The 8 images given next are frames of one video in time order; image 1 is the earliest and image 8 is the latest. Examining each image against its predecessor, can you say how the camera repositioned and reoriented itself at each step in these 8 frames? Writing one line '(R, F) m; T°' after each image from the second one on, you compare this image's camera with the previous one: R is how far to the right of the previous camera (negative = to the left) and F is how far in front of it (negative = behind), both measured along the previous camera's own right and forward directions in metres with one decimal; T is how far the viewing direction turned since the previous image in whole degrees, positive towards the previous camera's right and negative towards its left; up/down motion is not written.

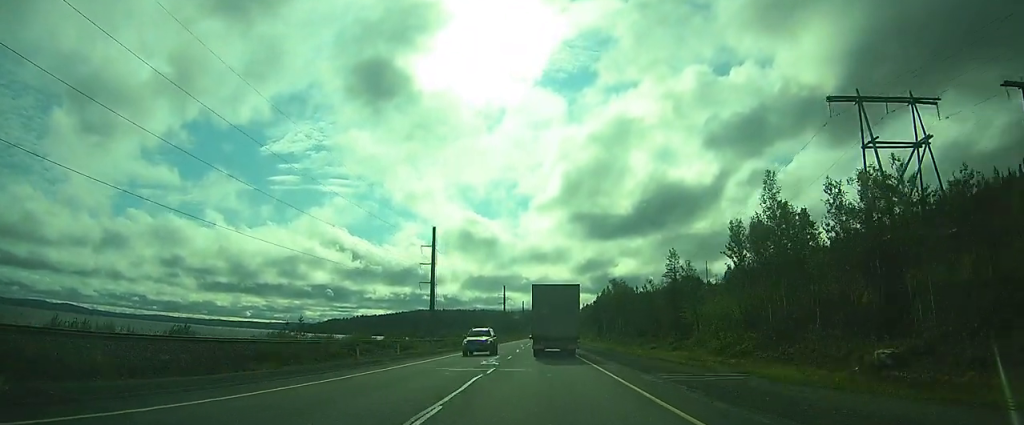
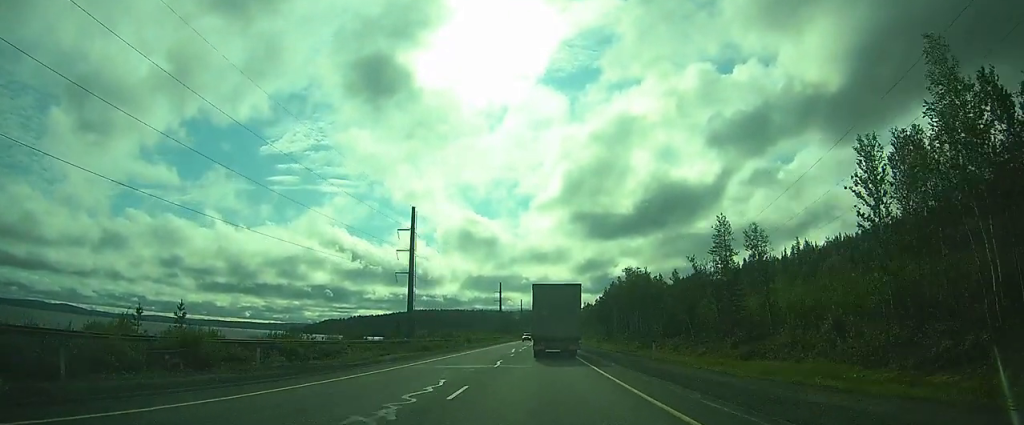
(0.0, +20.5) m; 0°
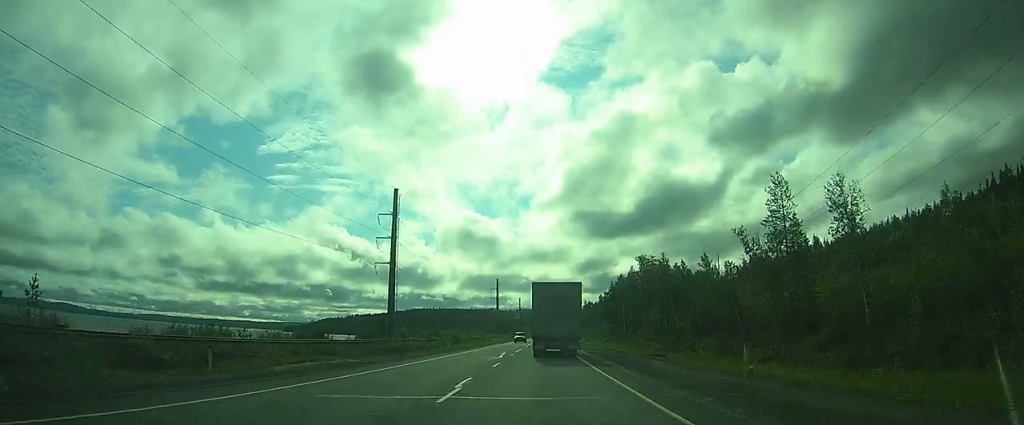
(0.0, +13.0) m; 0°
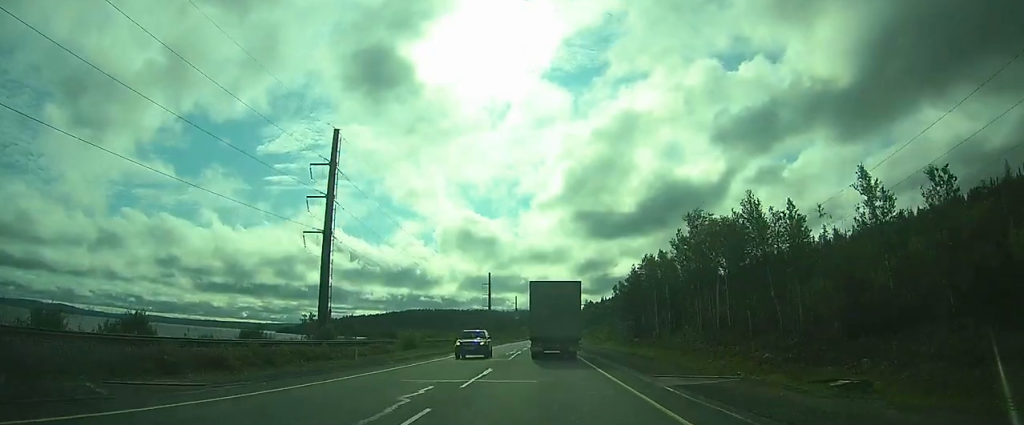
(0.0, +28.3) m; 0°
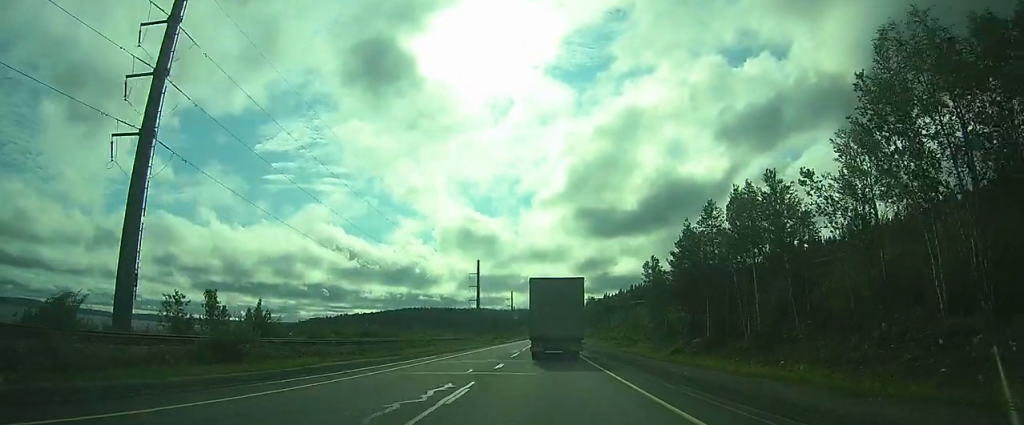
(+0.1, +31.8) m; +1°
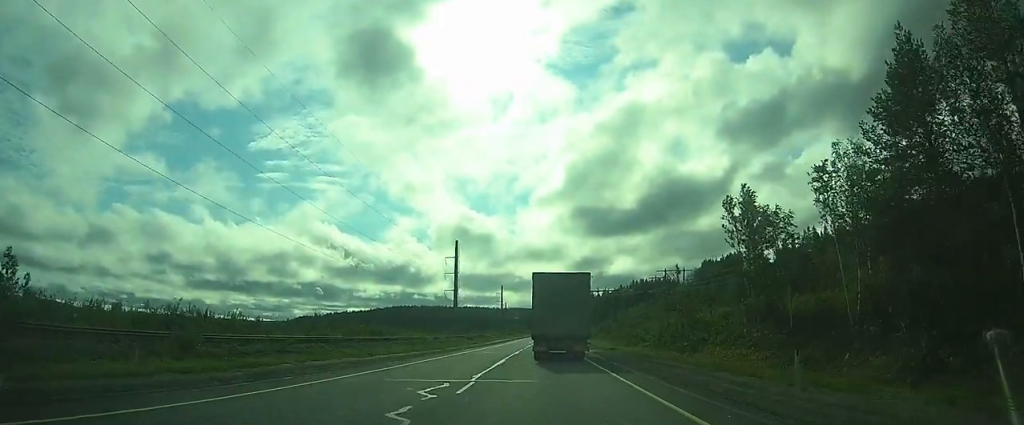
(+0.2, +33.6) m; +1°
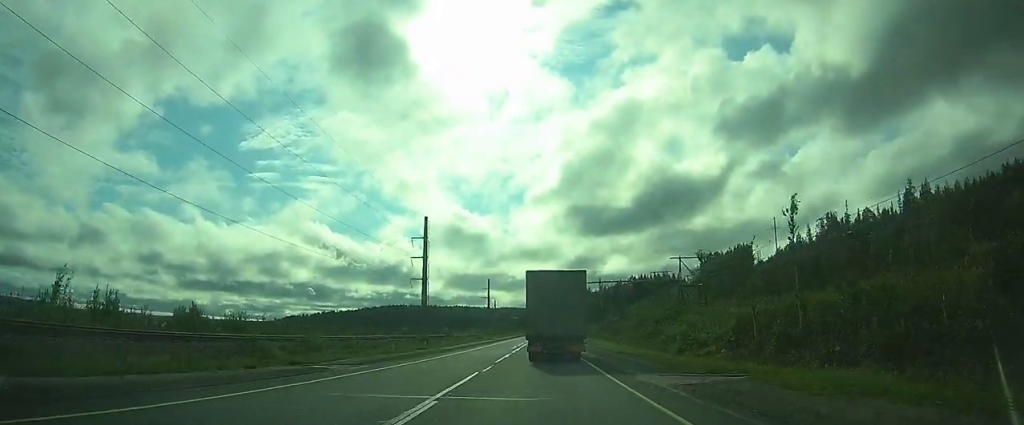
(+0.2, +27.6) m; +1°
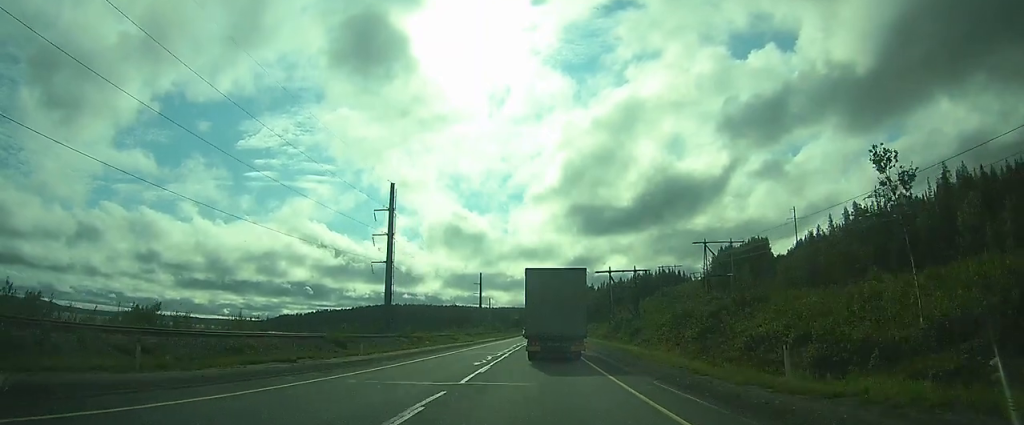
(0.0, +24.2) m; +1°
